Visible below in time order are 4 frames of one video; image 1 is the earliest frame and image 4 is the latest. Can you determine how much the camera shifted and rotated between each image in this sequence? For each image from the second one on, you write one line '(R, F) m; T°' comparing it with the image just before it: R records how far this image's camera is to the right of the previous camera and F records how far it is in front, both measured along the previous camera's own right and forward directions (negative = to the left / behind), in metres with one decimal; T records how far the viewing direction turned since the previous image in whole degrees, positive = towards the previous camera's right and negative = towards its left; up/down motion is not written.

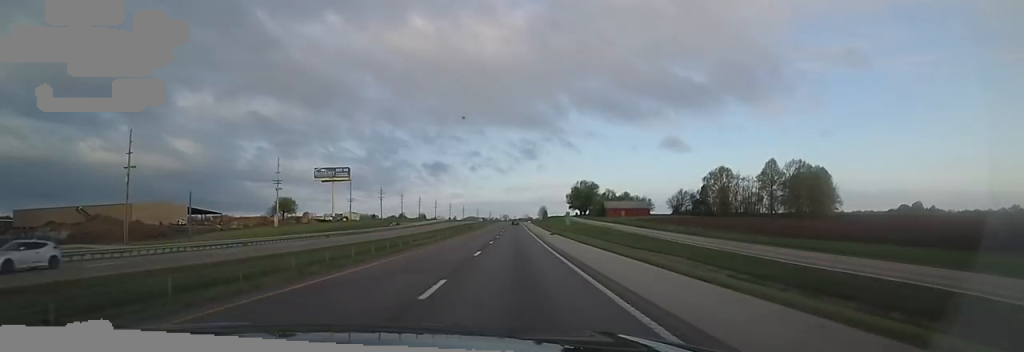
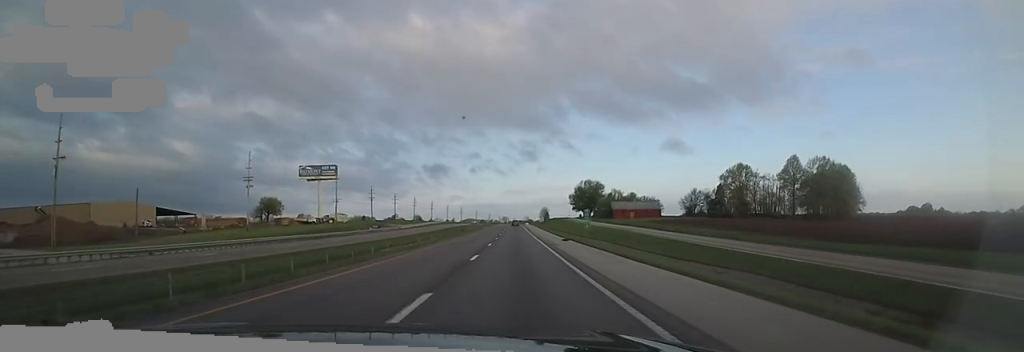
(-0.1, +14.7) m; 0°
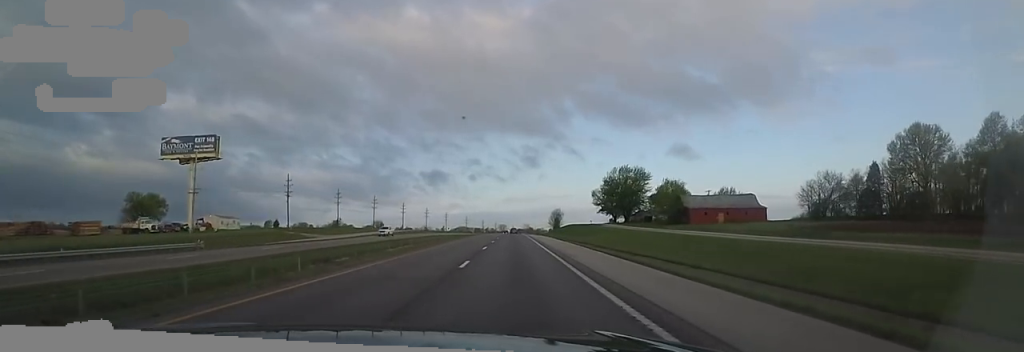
(-0.1, +78.0) m; -2°
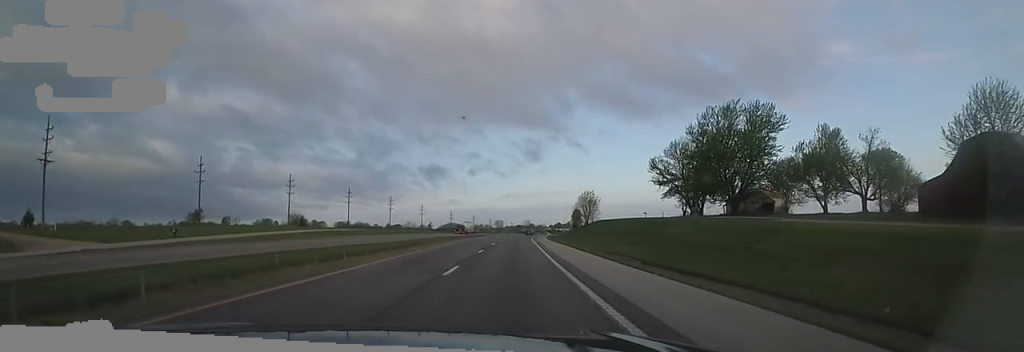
(+0.7, +74.0) m; +2°
